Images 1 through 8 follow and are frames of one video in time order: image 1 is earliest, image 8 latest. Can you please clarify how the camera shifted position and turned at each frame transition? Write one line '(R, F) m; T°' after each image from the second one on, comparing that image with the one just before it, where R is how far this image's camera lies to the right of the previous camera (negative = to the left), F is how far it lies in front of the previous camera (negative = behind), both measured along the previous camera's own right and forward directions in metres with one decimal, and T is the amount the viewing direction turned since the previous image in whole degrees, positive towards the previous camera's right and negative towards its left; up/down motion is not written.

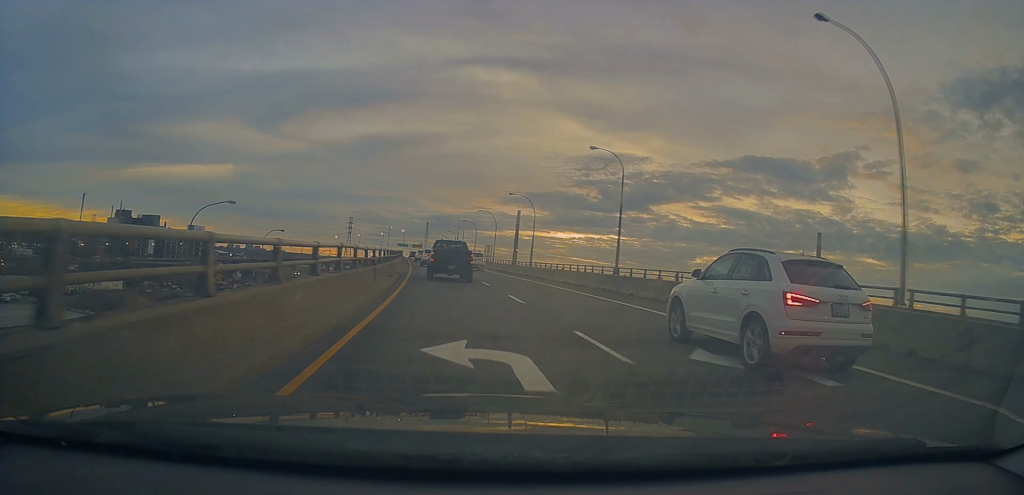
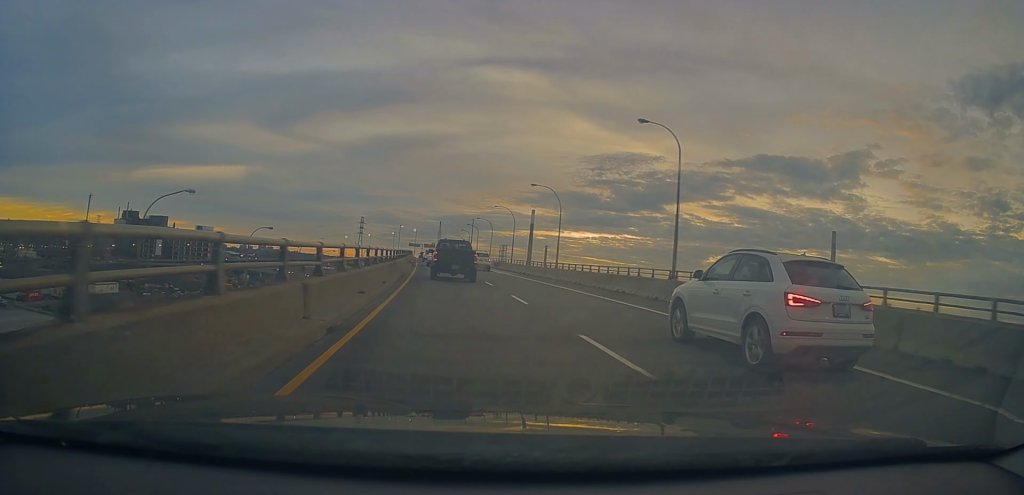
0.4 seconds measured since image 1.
(0.0, +9.5) m; -1°
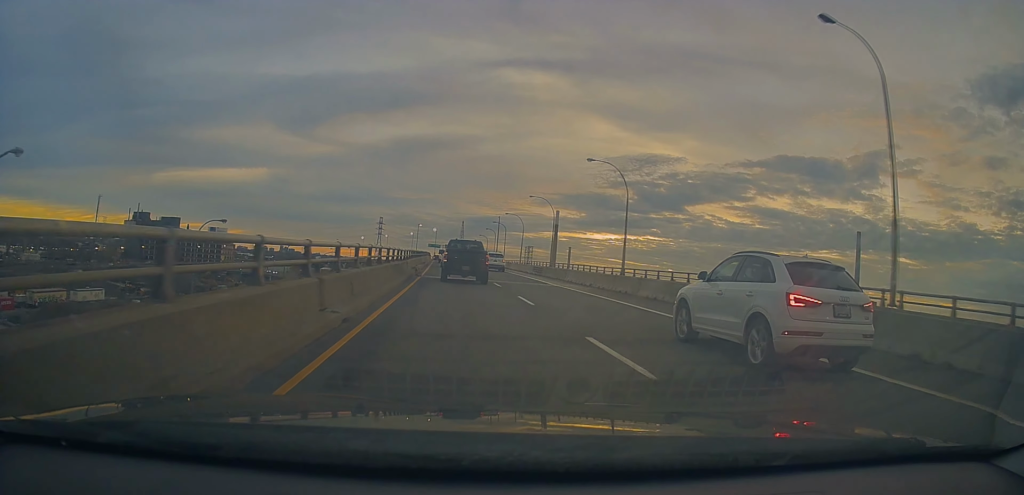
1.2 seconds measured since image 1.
(0.0, +18.2) m; -1°
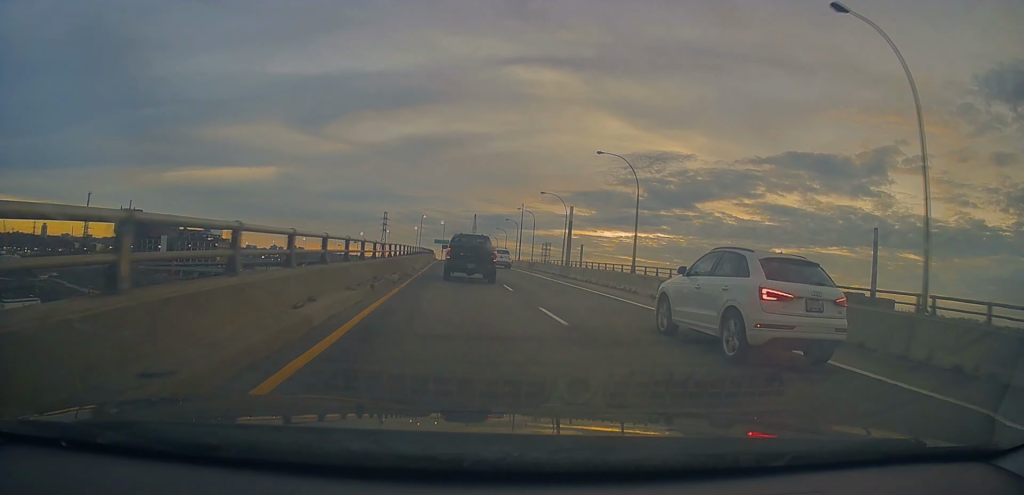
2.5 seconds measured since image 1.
(-1.2, +31.9) m; -3°
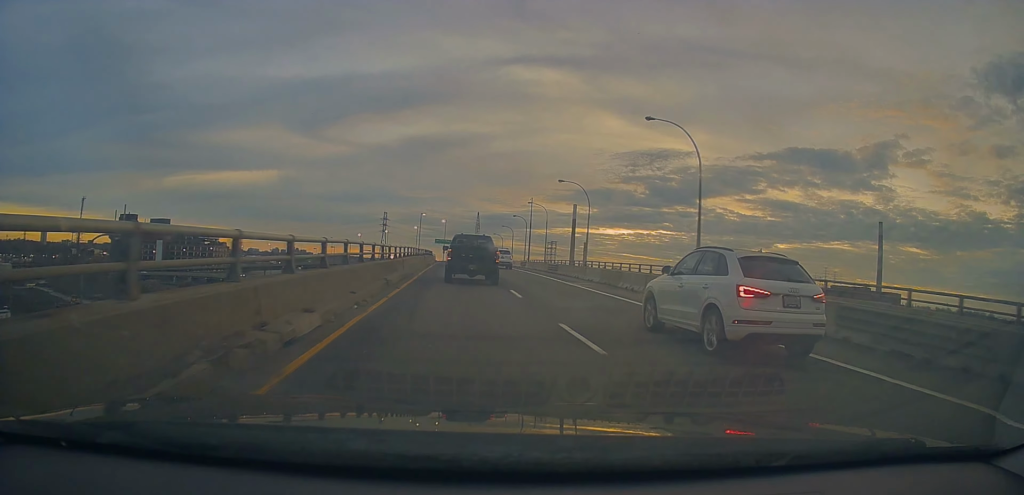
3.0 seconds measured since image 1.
(0.0, +12.0) m; -1°
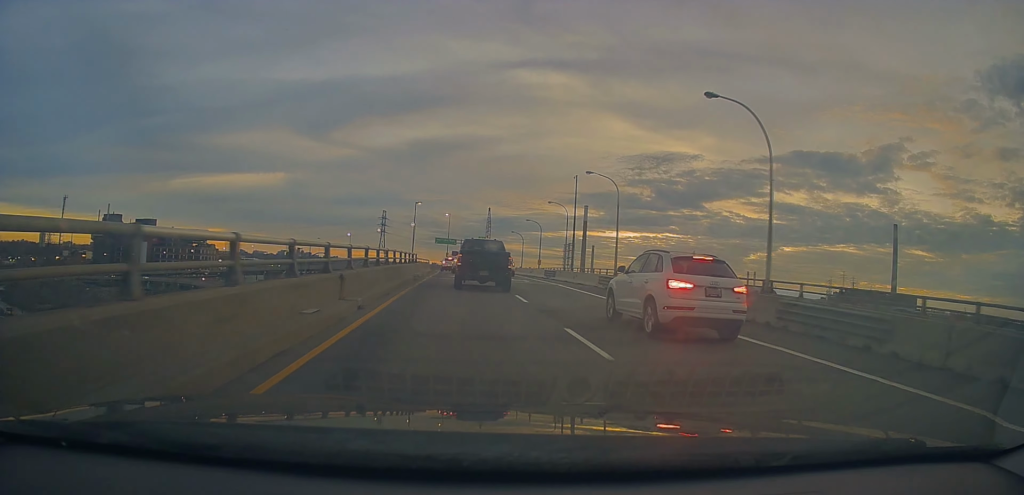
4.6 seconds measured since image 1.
(-0.7, +36.9) m; -1°
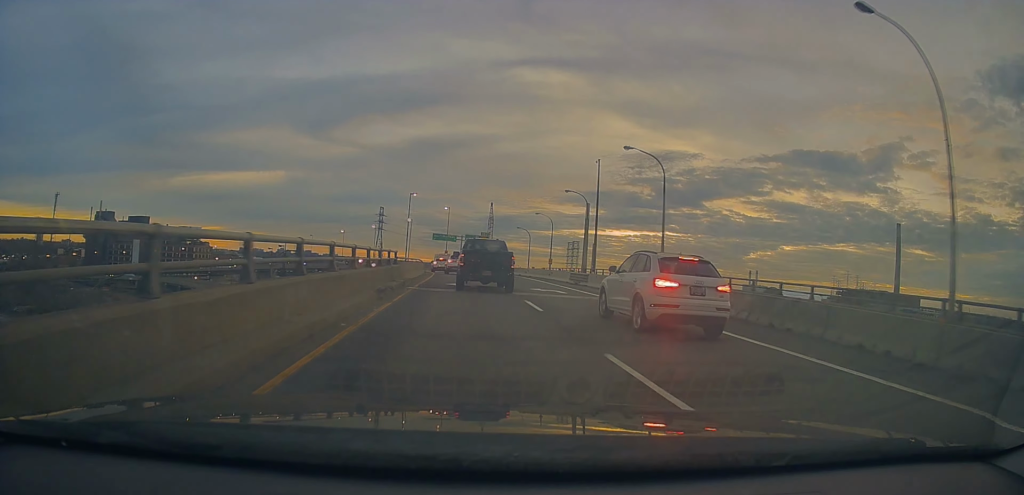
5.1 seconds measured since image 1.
(0.0, +12.0) m; 0°
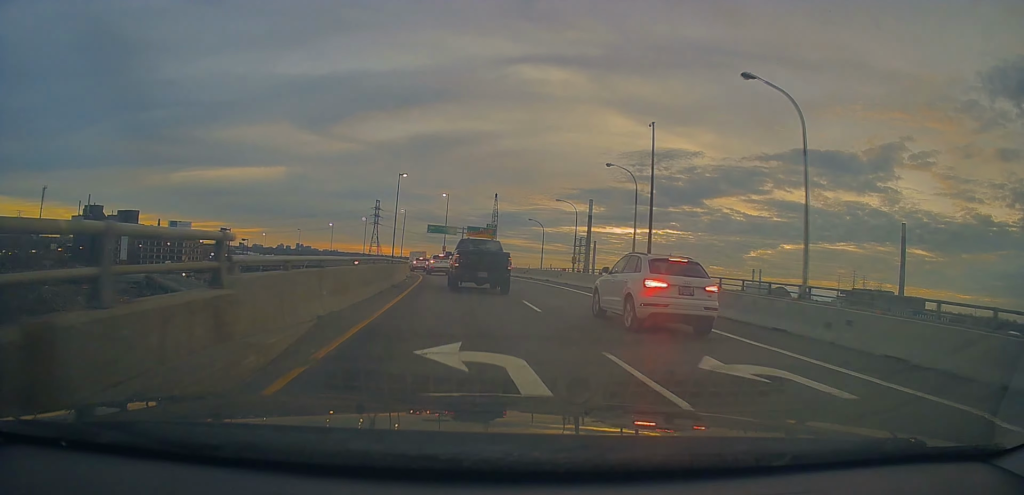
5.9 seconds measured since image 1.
(+0.2, +17.7) m; +1°
